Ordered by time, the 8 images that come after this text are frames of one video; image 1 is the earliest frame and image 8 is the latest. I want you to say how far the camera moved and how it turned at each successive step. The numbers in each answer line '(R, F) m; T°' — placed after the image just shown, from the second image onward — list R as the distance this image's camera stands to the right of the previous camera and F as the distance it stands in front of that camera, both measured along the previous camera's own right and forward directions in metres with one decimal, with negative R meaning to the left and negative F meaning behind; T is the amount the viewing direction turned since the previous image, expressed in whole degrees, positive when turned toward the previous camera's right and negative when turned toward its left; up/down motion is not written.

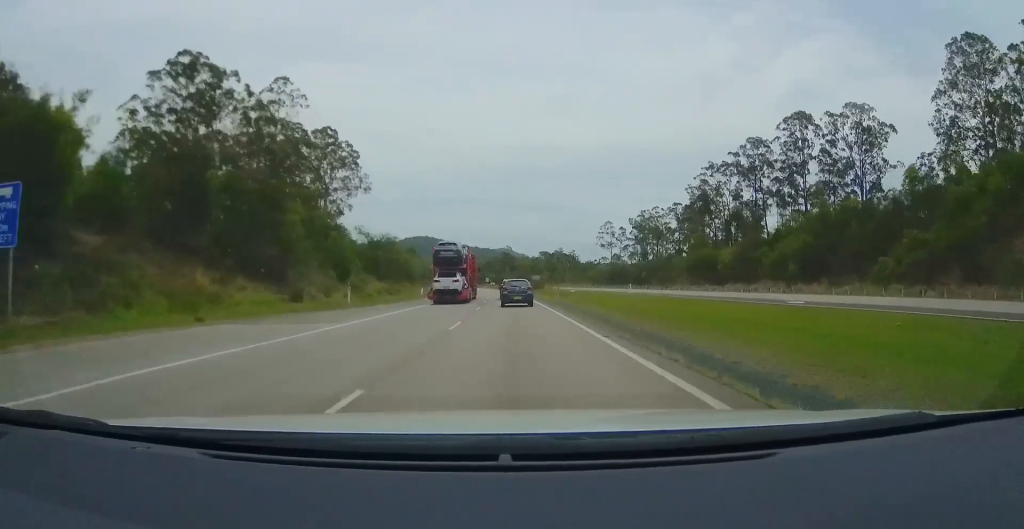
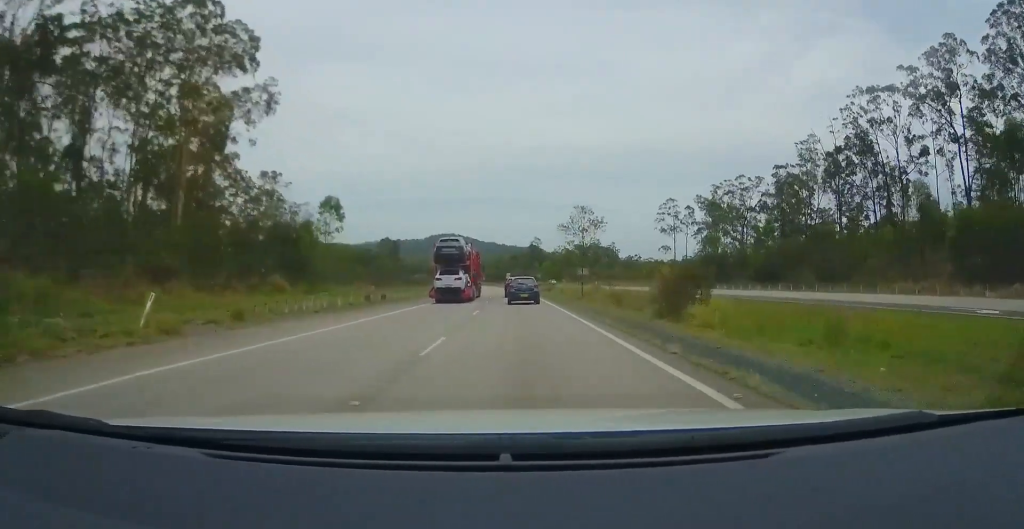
(-1.7, +53.7) m; -3°
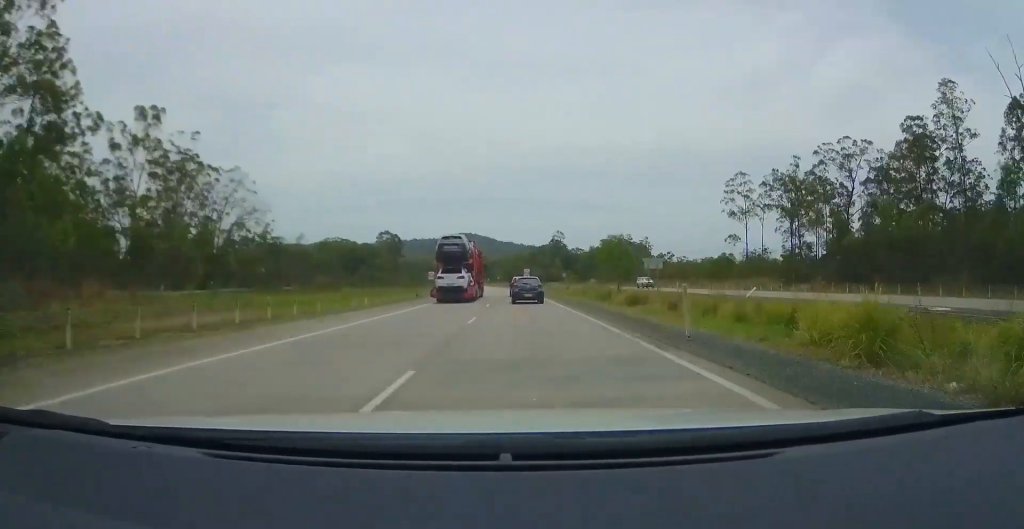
(-0.5, +39.2) m; -1°
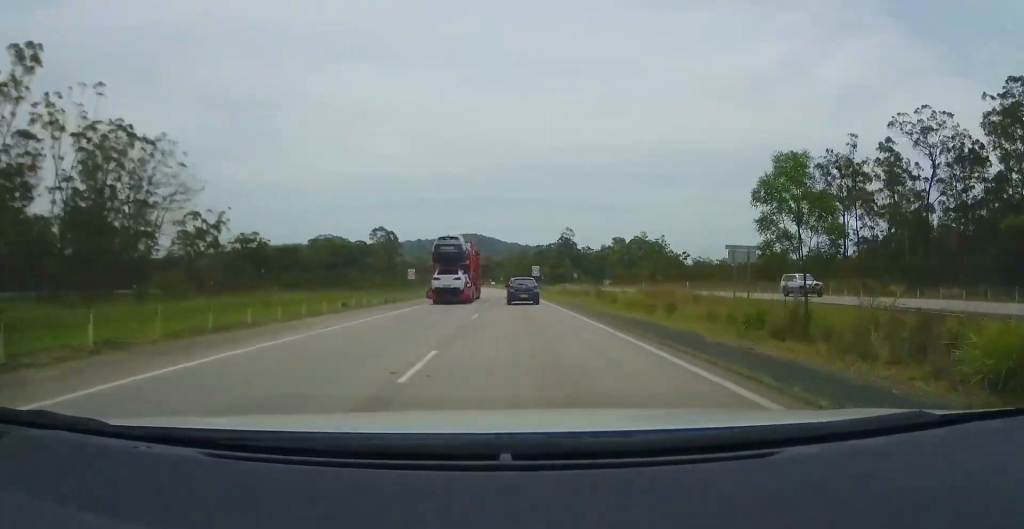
(-0.2, +21.3) m; 0°
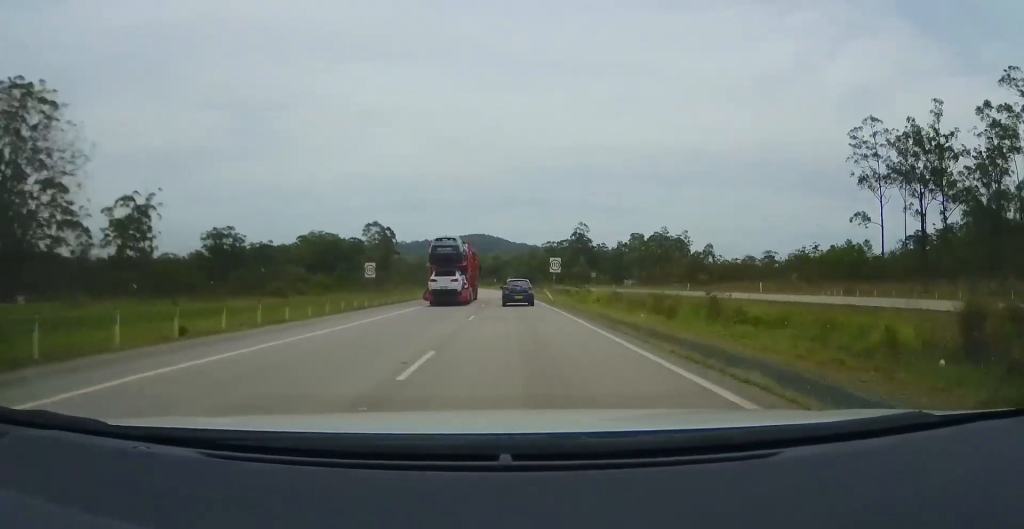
(0.0, +23.6) m; -1°
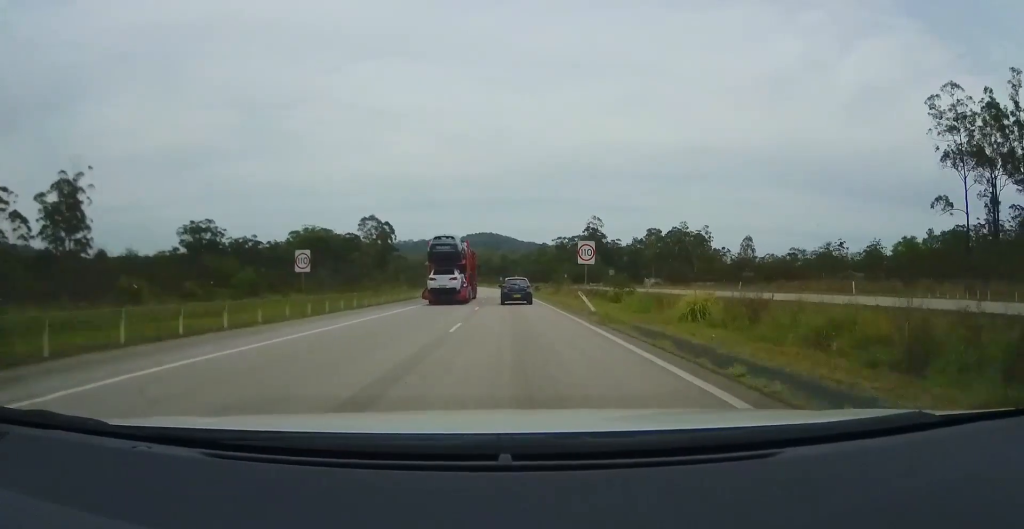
(+0.4, +16.9) m; -1°
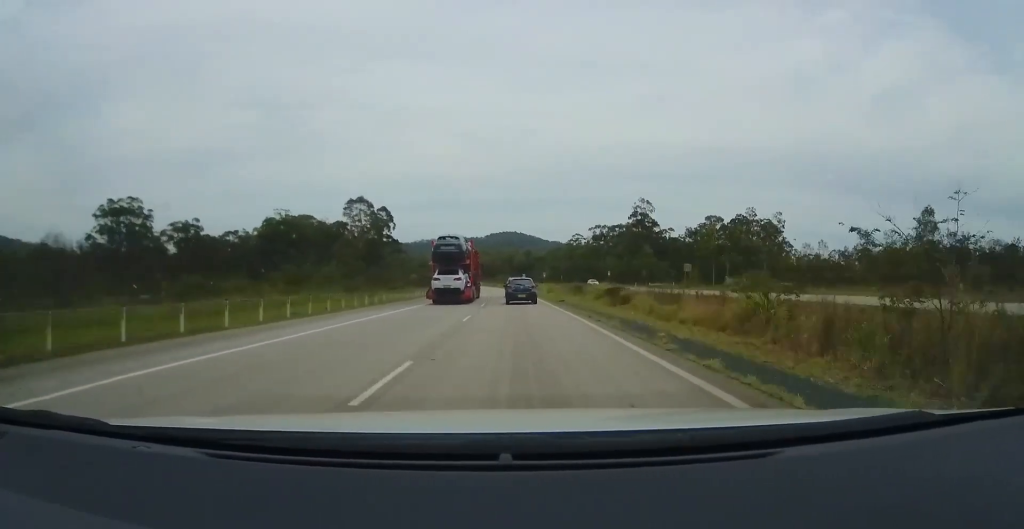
(-1.6, +44.1) m; -3°
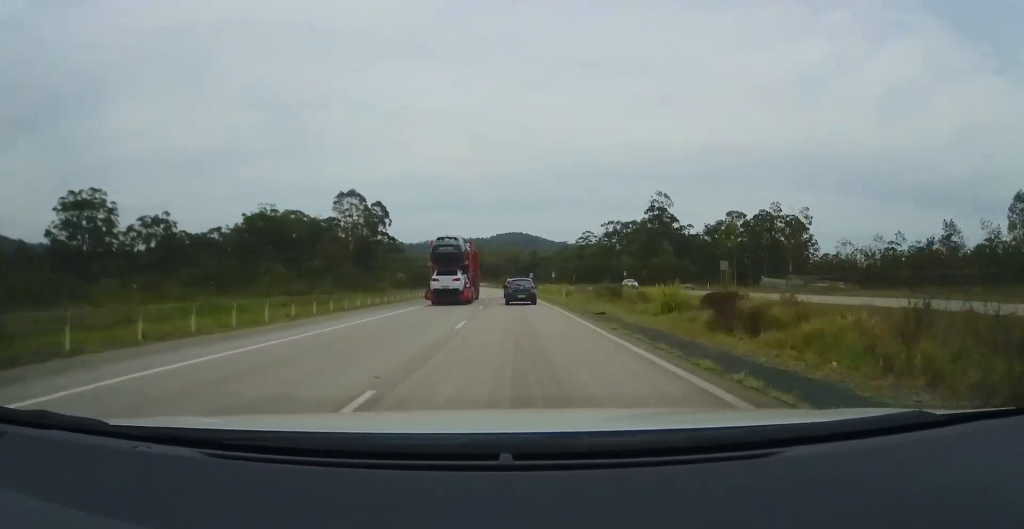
(+0.2, +14.7) m; -1°
